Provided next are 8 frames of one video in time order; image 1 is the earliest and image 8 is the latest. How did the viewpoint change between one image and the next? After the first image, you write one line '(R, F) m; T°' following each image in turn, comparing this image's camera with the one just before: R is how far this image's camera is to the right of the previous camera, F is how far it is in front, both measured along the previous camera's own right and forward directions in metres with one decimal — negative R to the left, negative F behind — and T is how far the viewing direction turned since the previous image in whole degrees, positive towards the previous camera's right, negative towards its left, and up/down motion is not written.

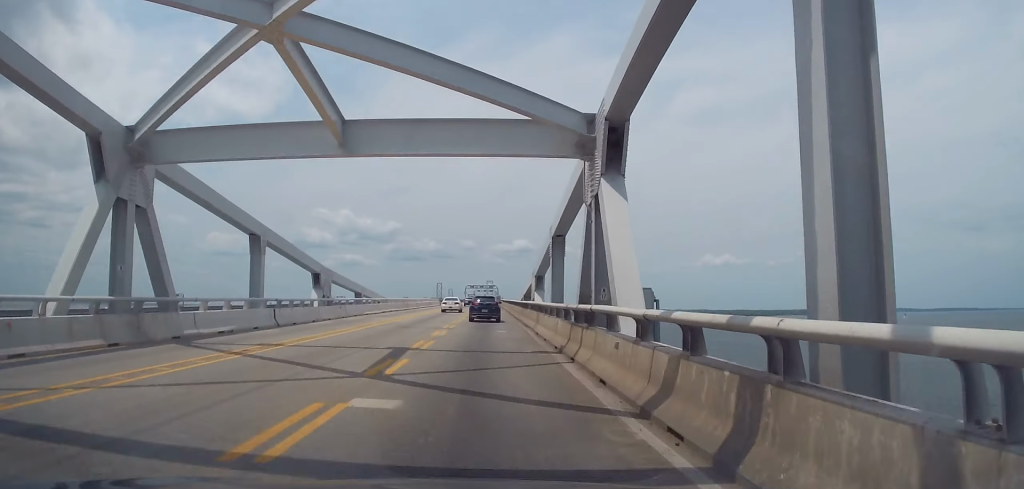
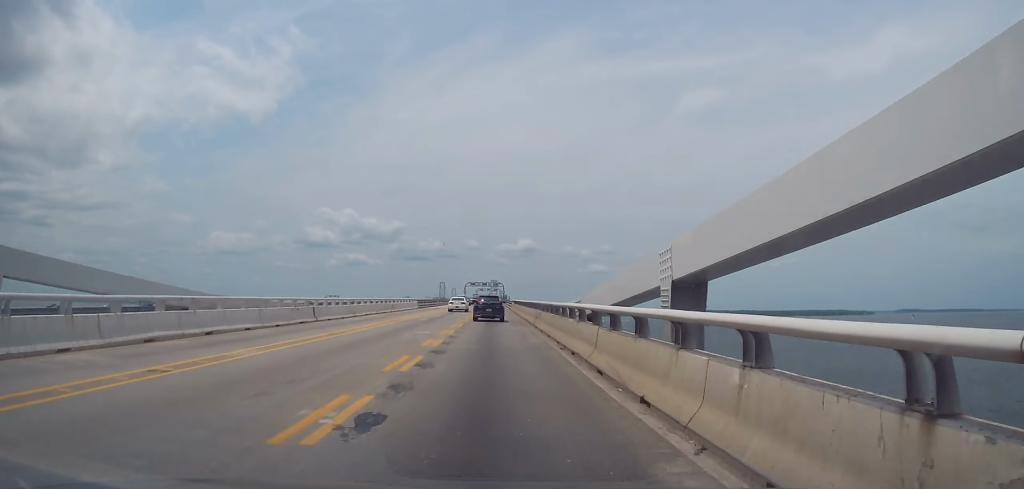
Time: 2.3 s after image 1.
(-0.7, +40.4) m; 0°
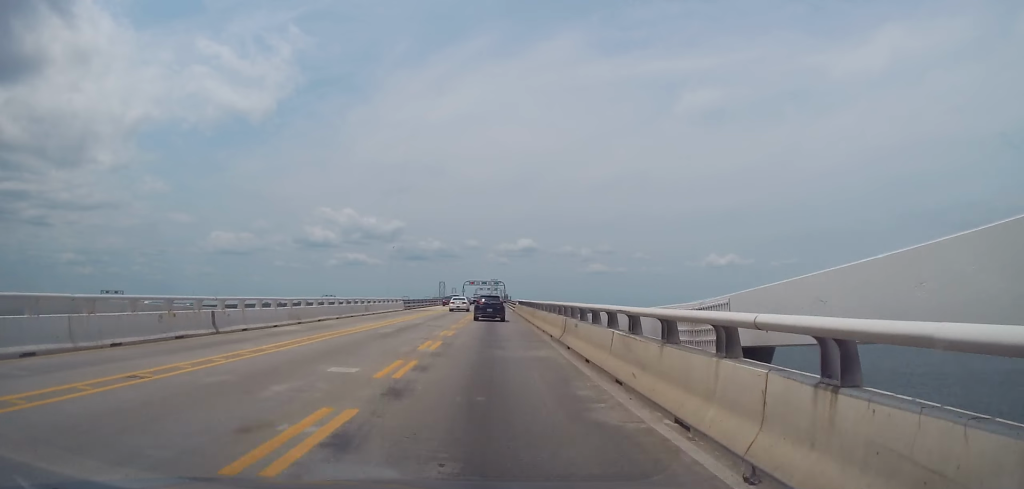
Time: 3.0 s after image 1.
(0.0, +13.0) m; 0°
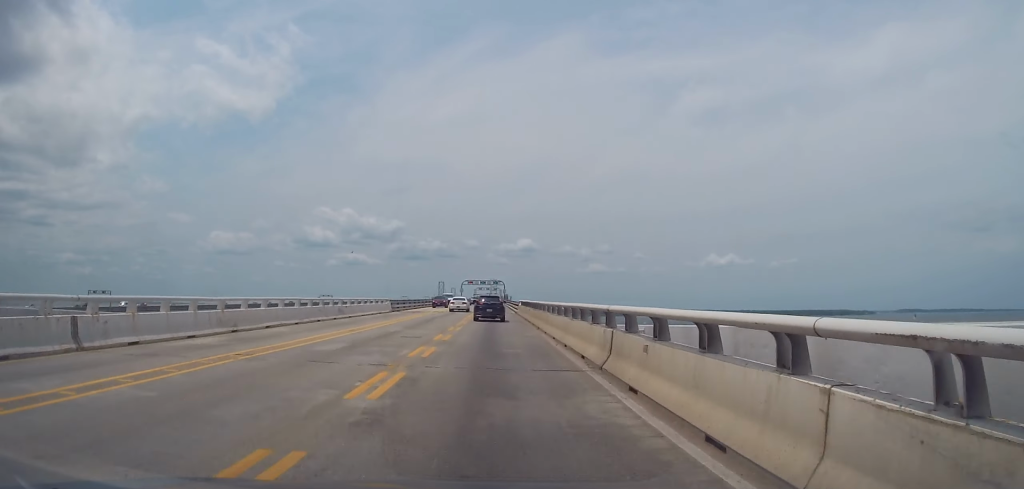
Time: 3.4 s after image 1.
(0.0, +8.1) m; 0°
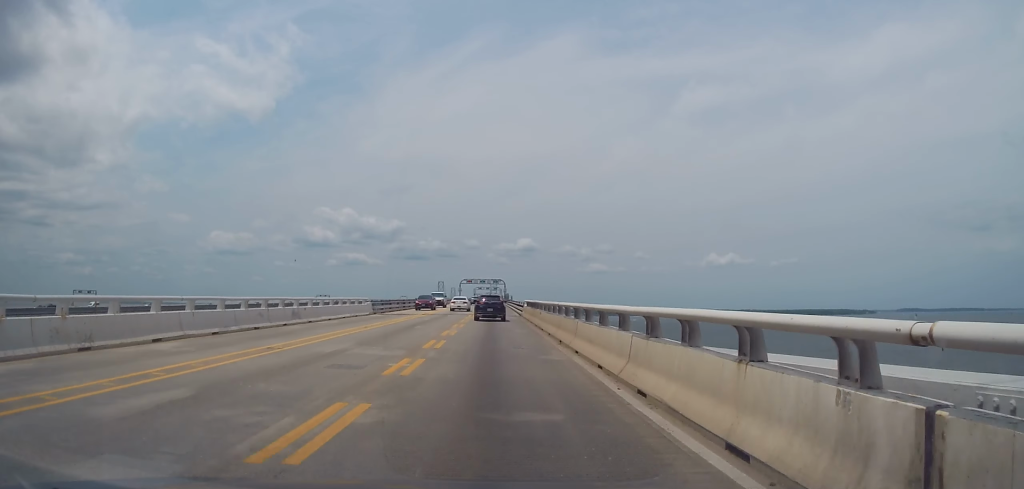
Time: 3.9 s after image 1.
(-0.1, +9.5) m; 0°
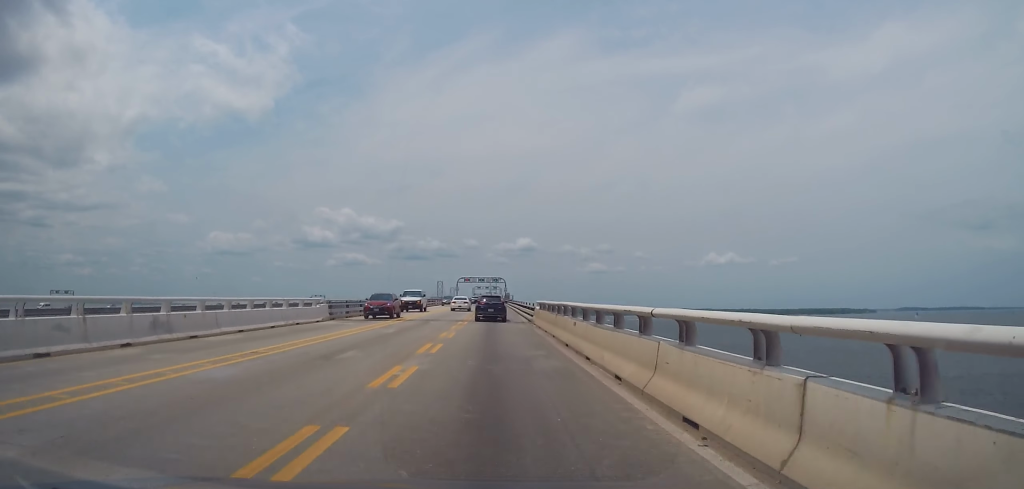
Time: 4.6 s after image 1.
(-0.1, +13.4) m; 0°
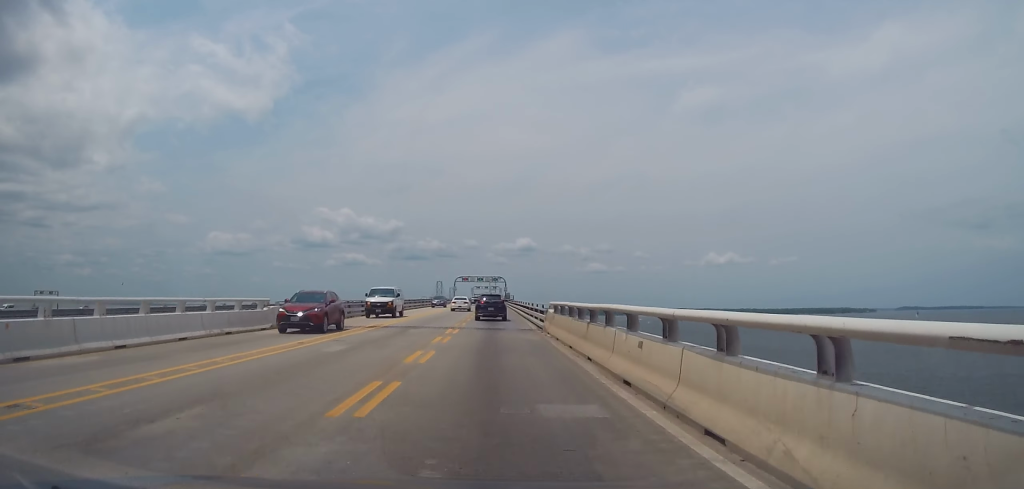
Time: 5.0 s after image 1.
(0.0, +8.4) m; 0°
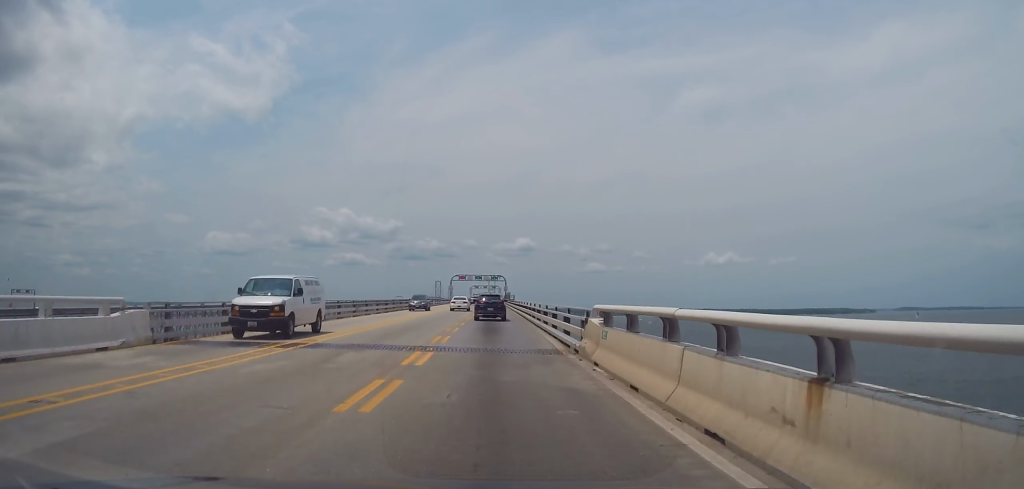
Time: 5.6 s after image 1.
(0.0, +11.7) m; 0°
